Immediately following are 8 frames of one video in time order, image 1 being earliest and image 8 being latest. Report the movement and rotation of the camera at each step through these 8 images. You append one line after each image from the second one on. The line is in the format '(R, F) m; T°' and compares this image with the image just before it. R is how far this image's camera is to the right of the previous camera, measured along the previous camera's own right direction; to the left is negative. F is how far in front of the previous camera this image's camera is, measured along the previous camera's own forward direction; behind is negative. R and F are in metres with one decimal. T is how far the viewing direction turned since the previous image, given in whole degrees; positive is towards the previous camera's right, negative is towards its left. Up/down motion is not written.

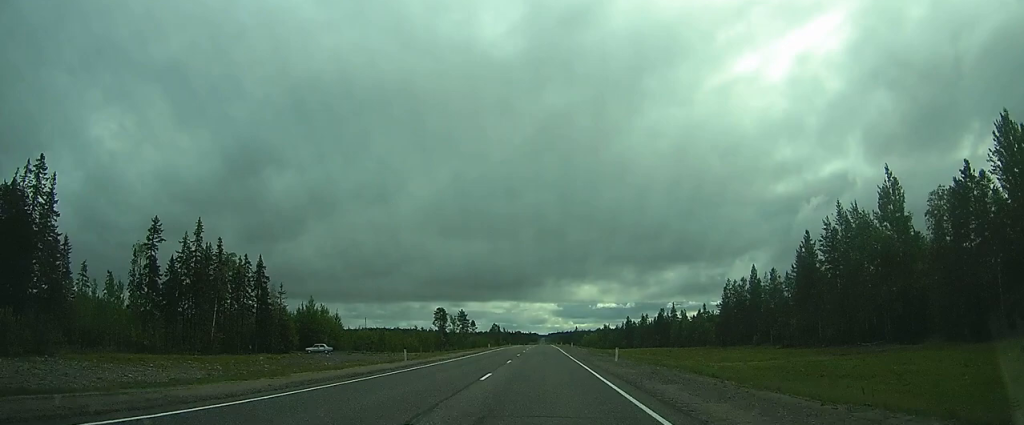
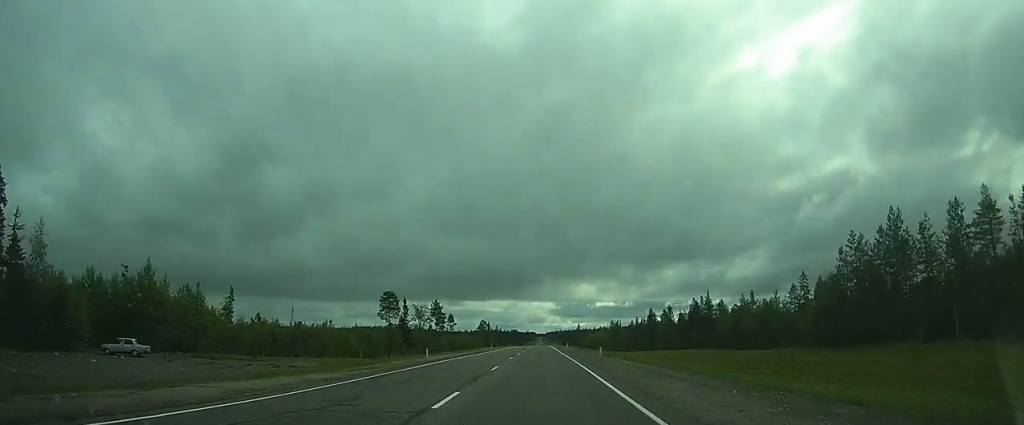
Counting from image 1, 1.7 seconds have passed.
(0.0, +44.8) m; 0°
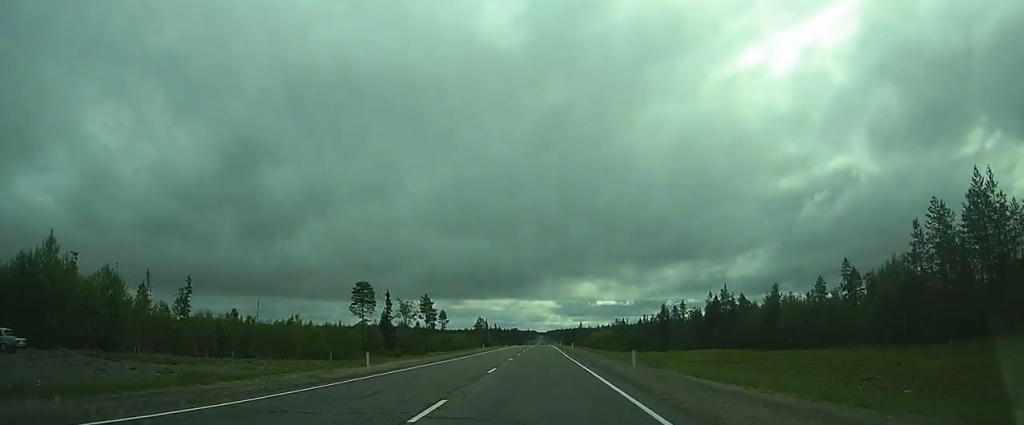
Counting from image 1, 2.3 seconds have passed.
(0.0, +14.2) m; 0°
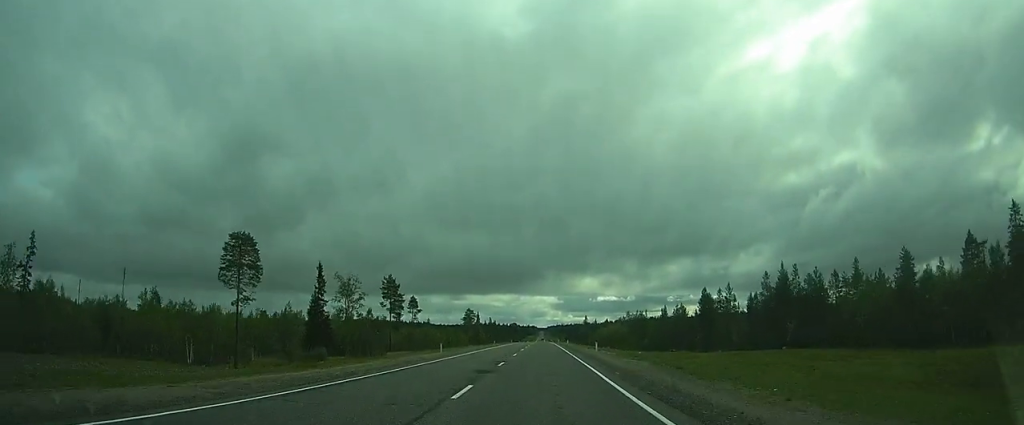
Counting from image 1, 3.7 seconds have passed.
(+0.2, +33.2) m; 0°
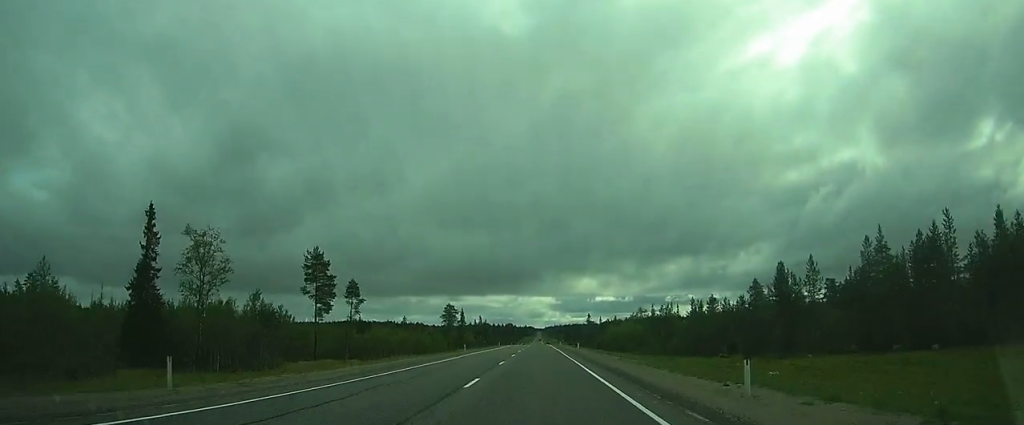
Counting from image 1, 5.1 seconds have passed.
(+0.1, +32.9) m; 0°
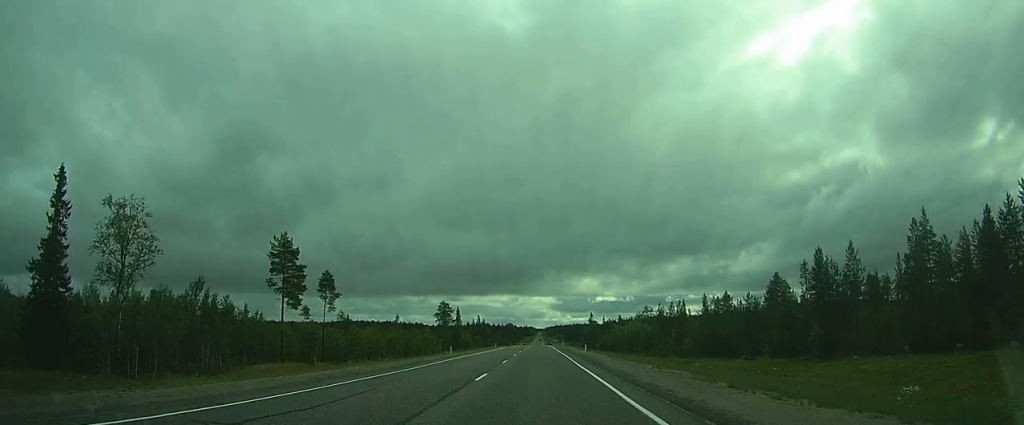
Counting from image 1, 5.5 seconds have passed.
(0.0, +9.3) m; 0°
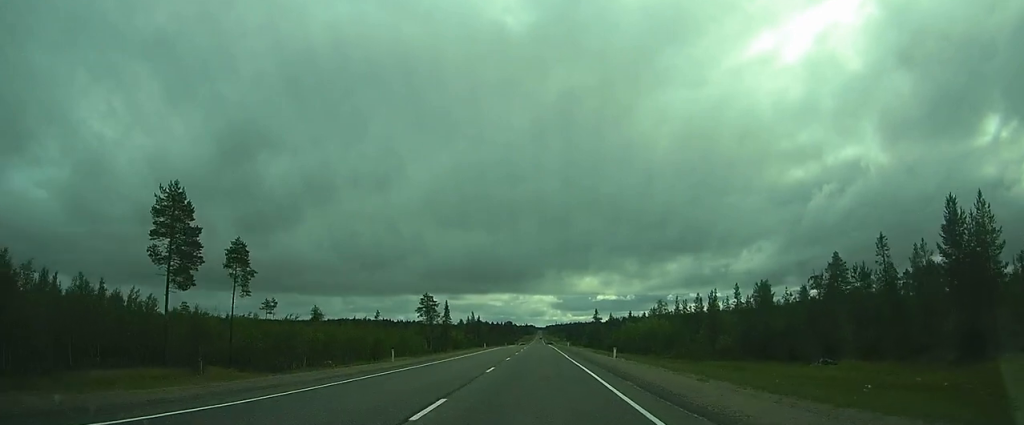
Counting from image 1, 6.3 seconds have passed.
(0.0, +20.0) m; 0°
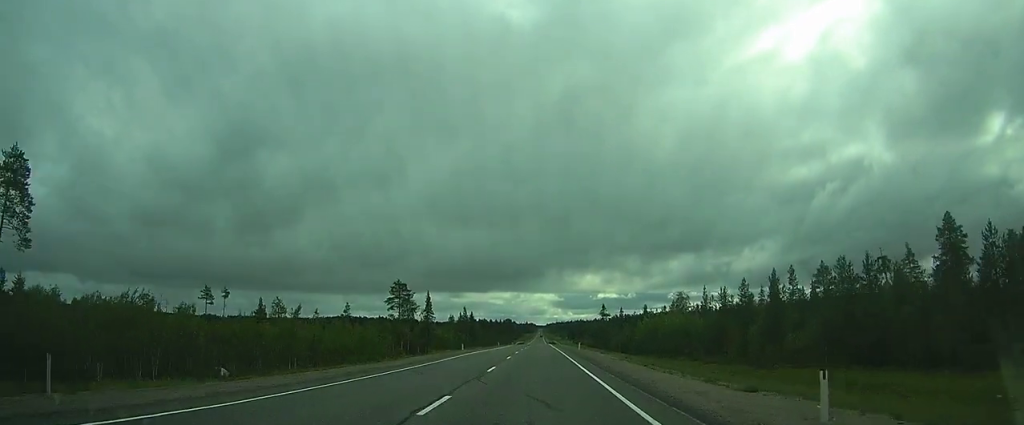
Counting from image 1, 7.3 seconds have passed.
(-0.1, +22.9) m; 0°
